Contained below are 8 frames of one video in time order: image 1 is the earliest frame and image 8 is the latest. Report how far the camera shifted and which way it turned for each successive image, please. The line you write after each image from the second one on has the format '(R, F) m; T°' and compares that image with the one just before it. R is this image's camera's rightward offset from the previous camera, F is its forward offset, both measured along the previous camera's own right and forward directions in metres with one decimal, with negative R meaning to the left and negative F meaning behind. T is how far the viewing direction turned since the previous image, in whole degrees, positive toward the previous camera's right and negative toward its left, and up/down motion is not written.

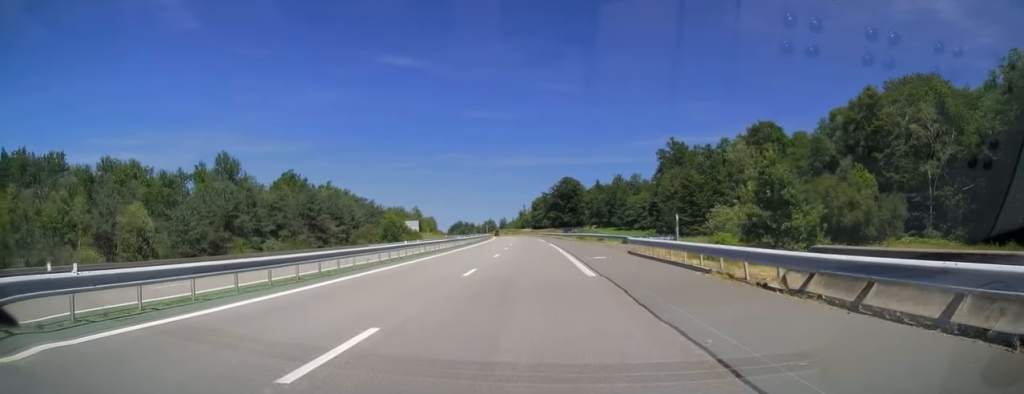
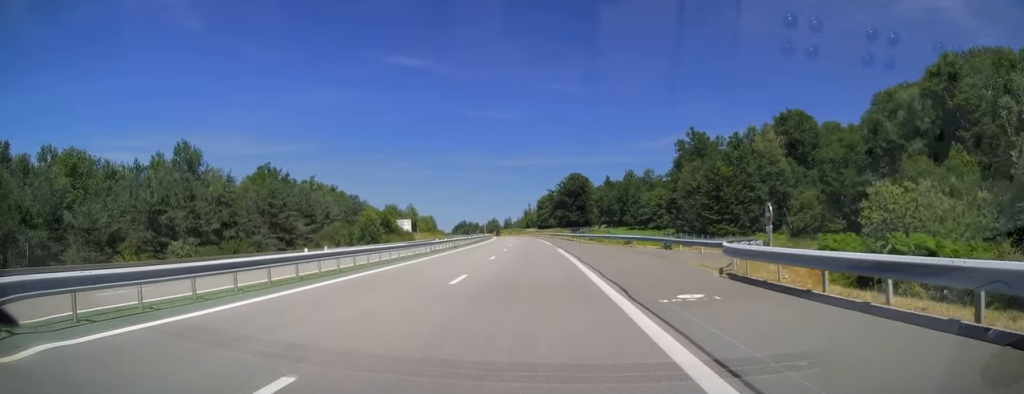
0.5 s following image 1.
(0.0, +16.0) m; 0°
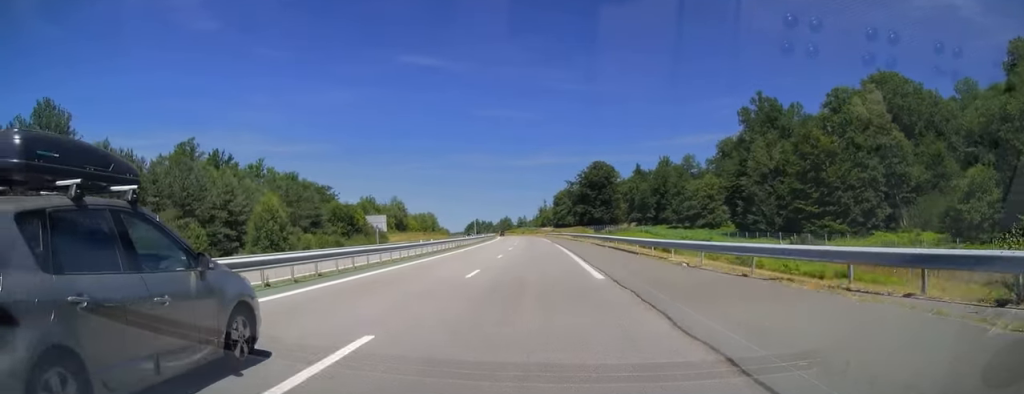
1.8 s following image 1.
(-0.2, +36.8) m; -1°
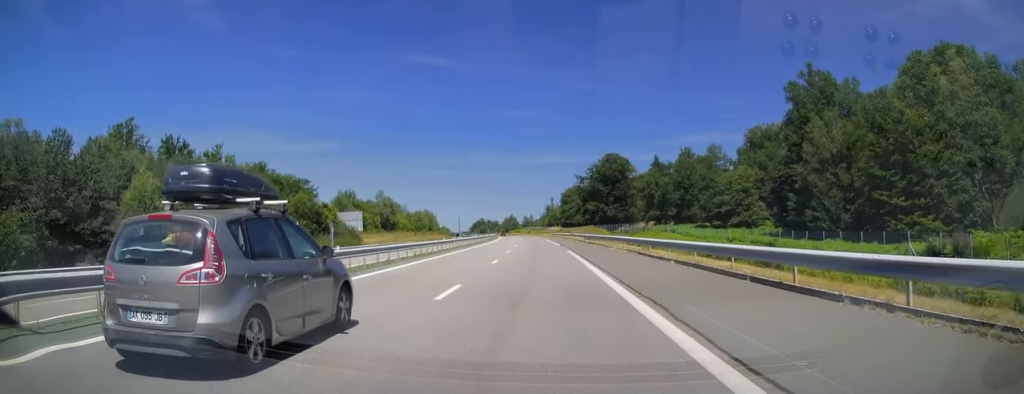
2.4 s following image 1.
(-0.3, +18.9) m; -1°
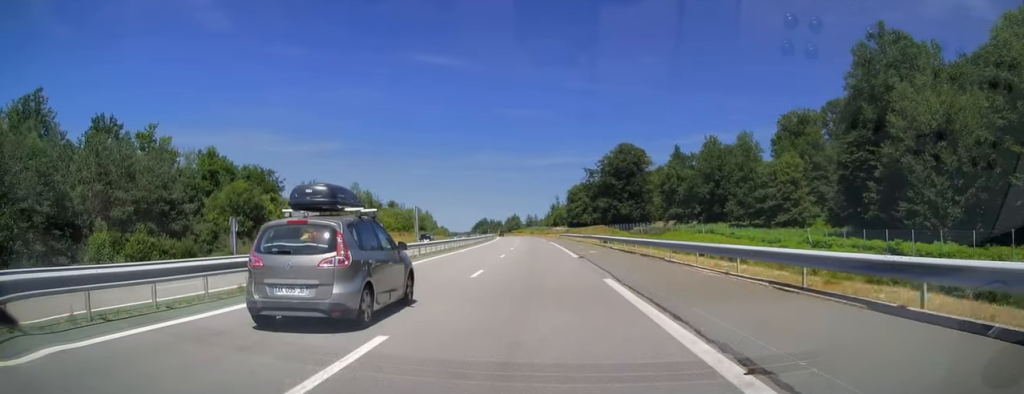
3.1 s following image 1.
(-0.2, +20.4) m; -1°
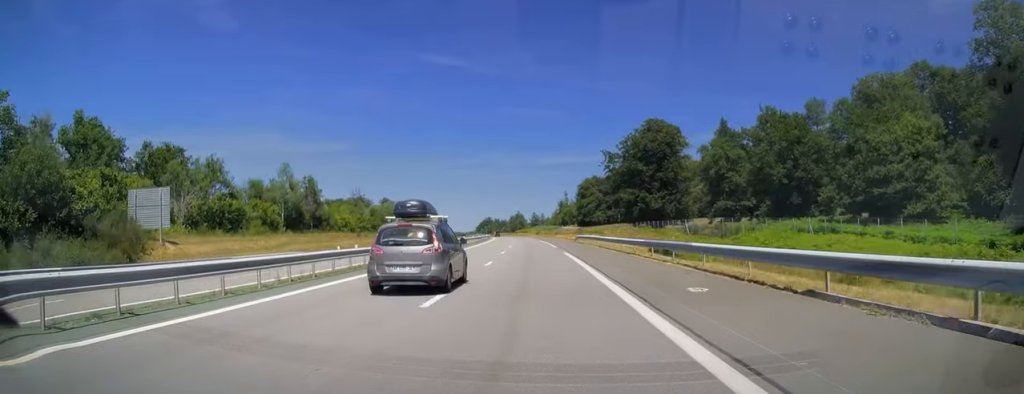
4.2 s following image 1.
(-0.2, +33.2) m; -1°
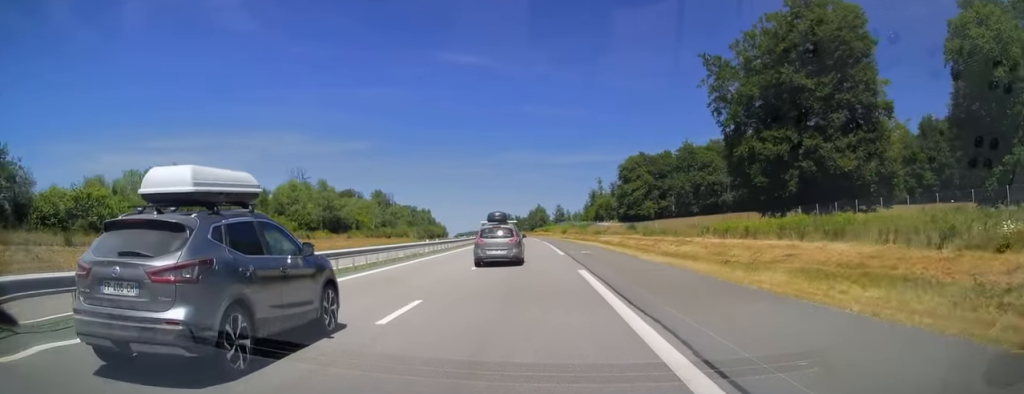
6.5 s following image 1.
(-1.0, +67.0) m; -2°
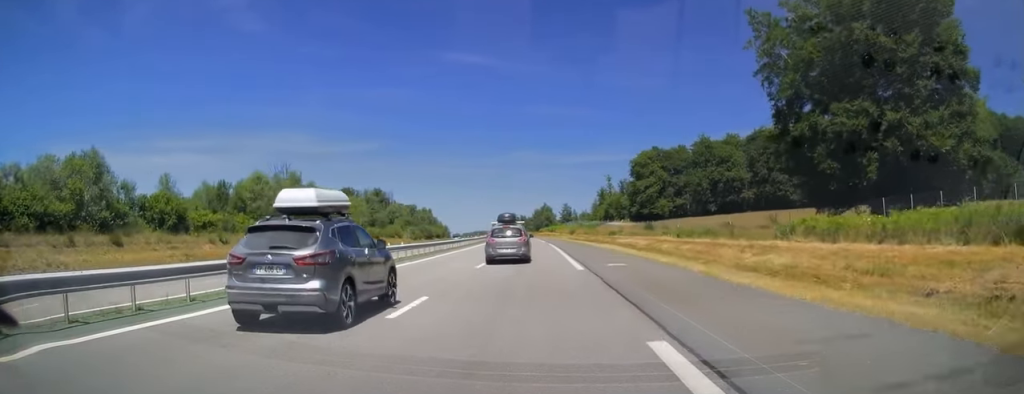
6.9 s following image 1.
(0.0, +12.3) m; -1°
